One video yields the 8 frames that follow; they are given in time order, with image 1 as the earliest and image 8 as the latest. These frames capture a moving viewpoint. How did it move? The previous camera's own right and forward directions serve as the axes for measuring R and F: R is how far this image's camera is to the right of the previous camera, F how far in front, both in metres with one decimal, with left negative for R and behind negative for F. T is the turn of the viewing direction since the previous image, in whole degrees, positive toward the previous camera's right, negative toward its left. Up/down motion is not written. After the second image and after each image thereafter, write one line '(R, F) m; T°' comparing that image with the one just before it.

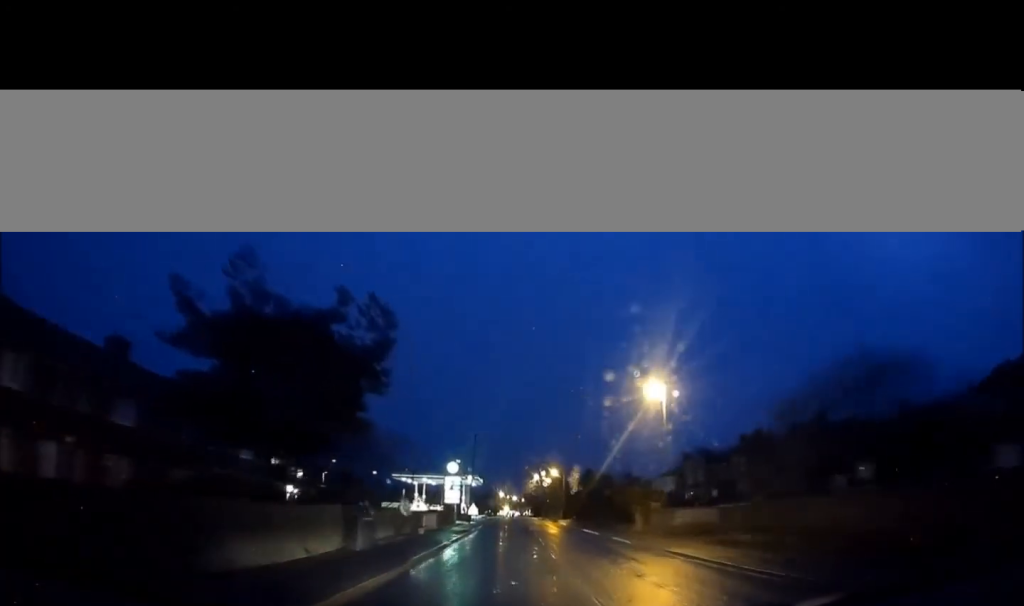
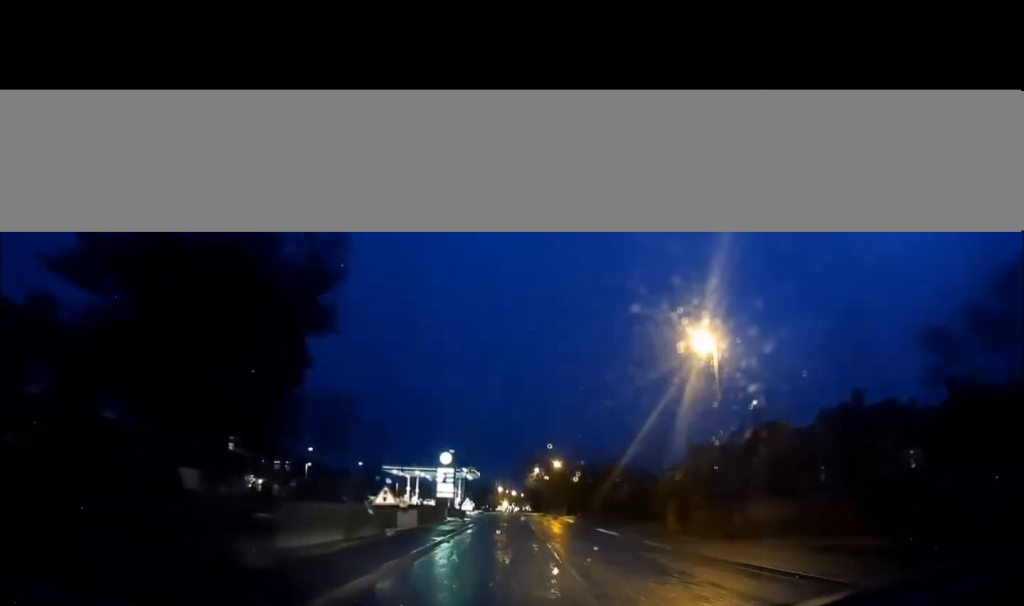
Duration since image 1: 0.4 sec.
(0.0, +5.7) m; 0°
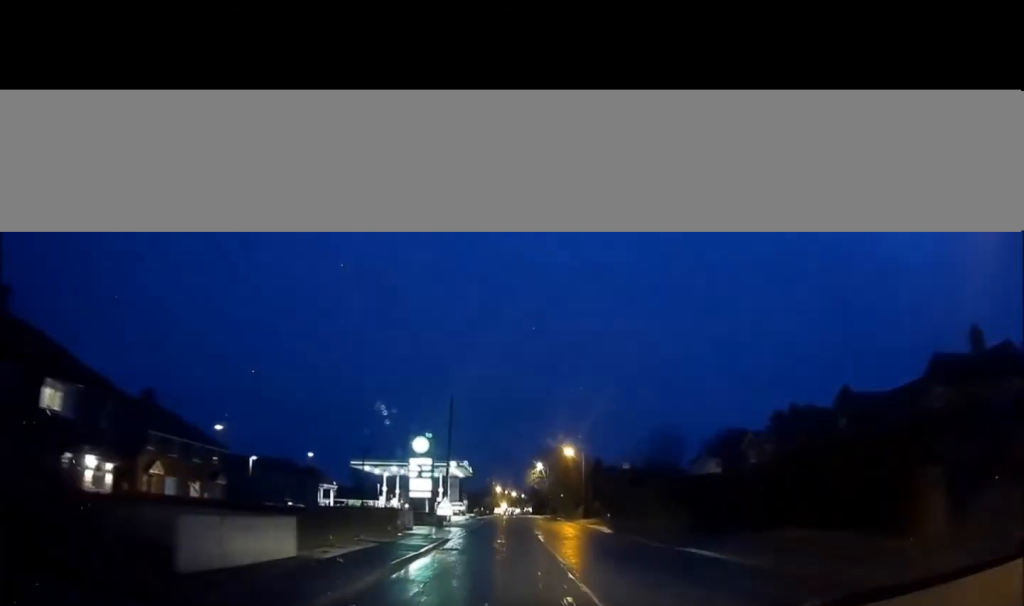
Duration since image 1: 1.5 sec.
(+0.1, +14.1) m; 0°
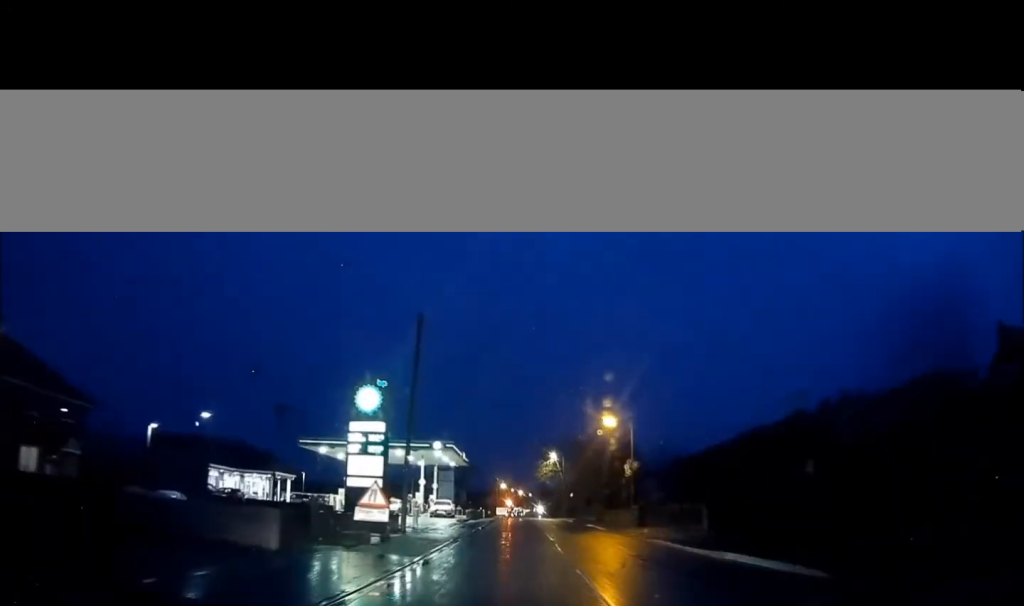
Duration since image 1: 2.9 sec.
(-0.3, +16.4) m; -2°
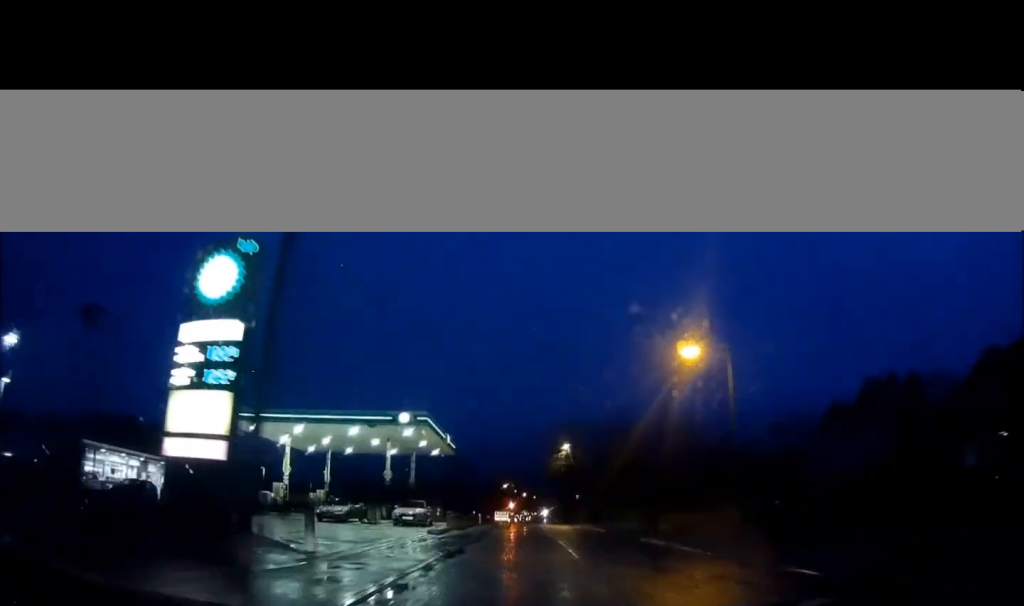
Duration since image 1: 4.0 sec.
(0.0, +14.0) m; 0°
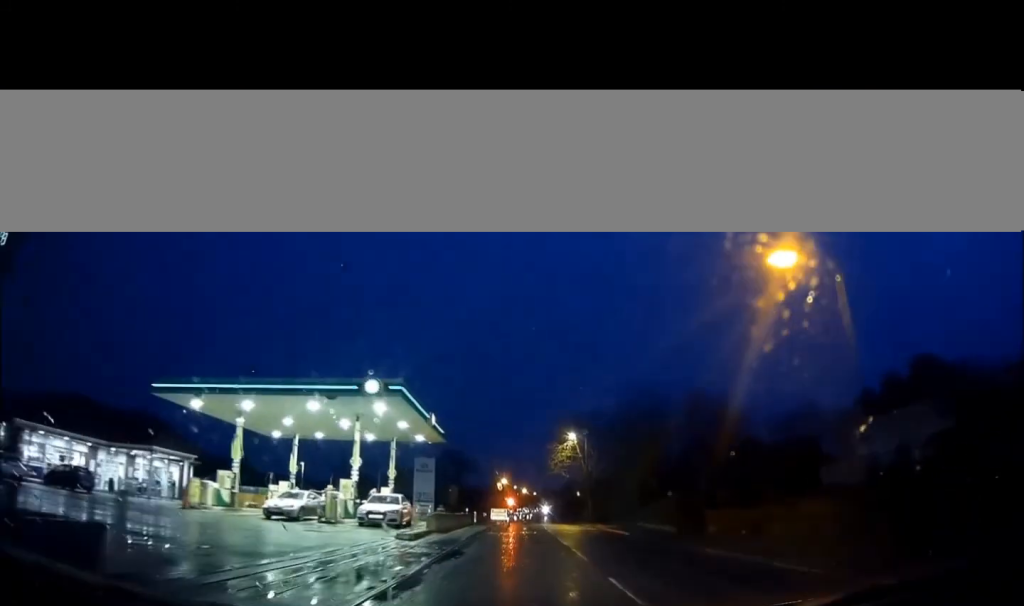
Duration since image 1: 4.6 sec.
(0.0, +6.4) m; +1°
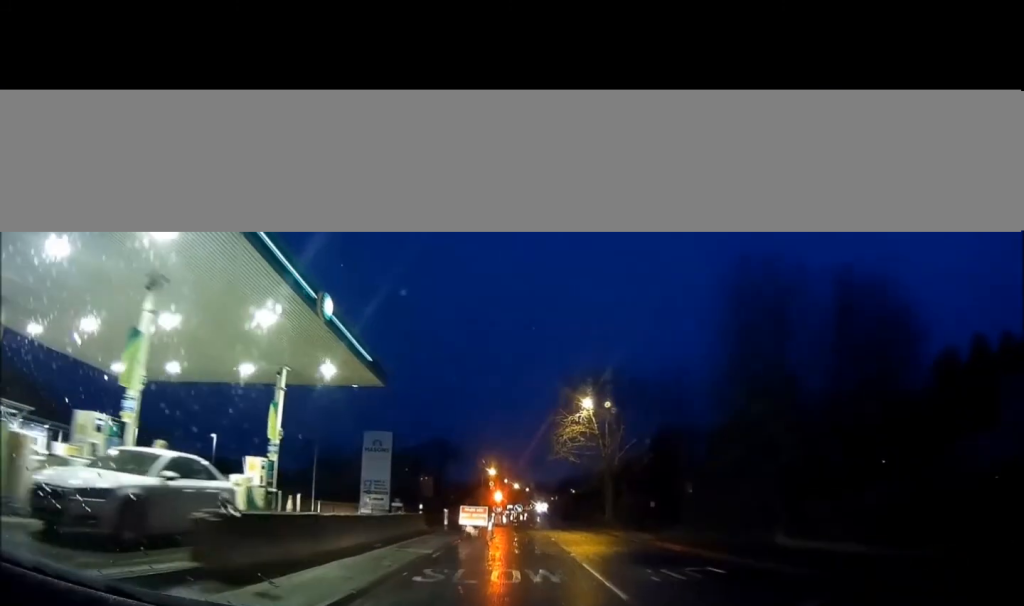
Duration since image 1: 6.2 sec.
(+0.3, +16.6) m; +1°
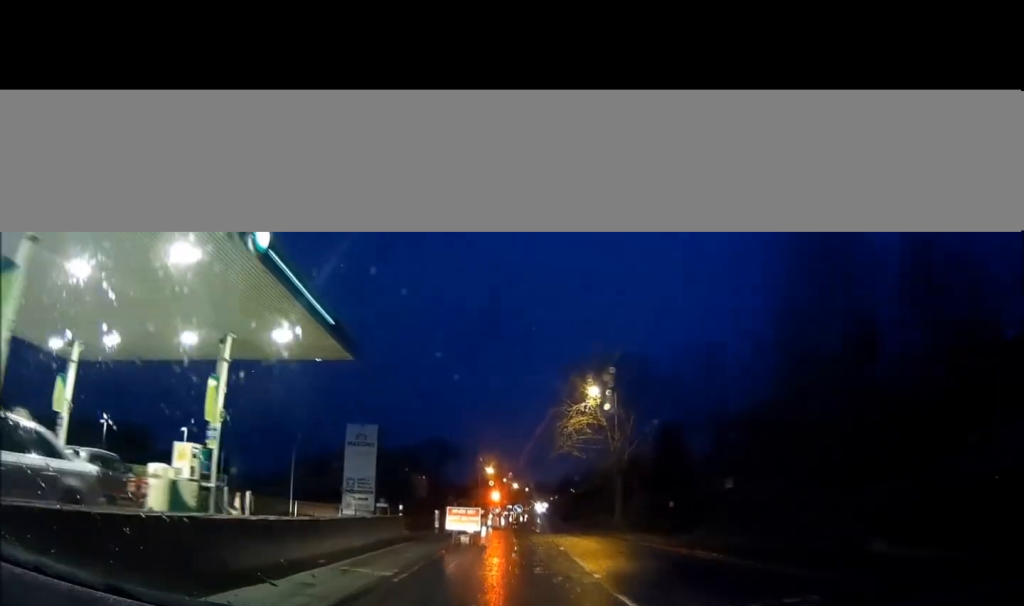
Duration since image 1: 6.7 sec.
(-0.1, +4.0) m; -1°
